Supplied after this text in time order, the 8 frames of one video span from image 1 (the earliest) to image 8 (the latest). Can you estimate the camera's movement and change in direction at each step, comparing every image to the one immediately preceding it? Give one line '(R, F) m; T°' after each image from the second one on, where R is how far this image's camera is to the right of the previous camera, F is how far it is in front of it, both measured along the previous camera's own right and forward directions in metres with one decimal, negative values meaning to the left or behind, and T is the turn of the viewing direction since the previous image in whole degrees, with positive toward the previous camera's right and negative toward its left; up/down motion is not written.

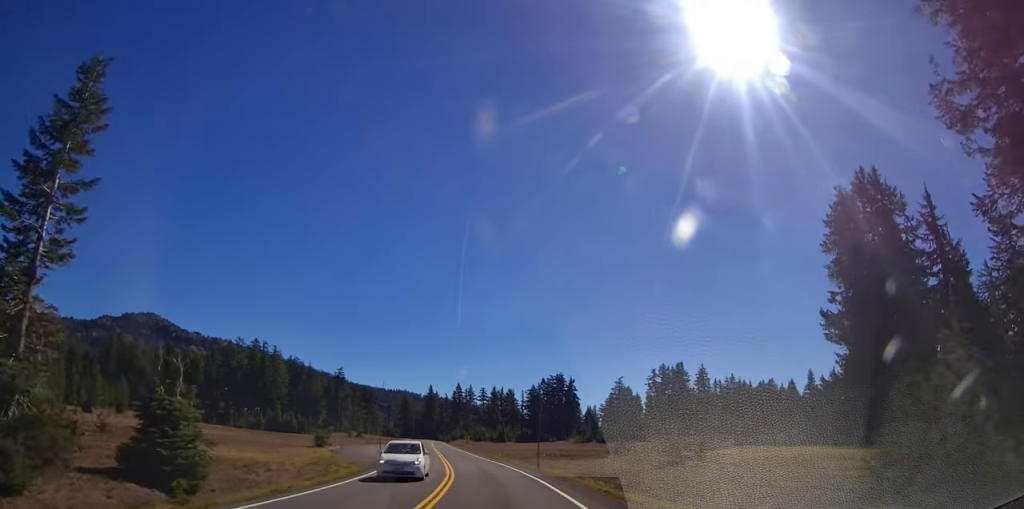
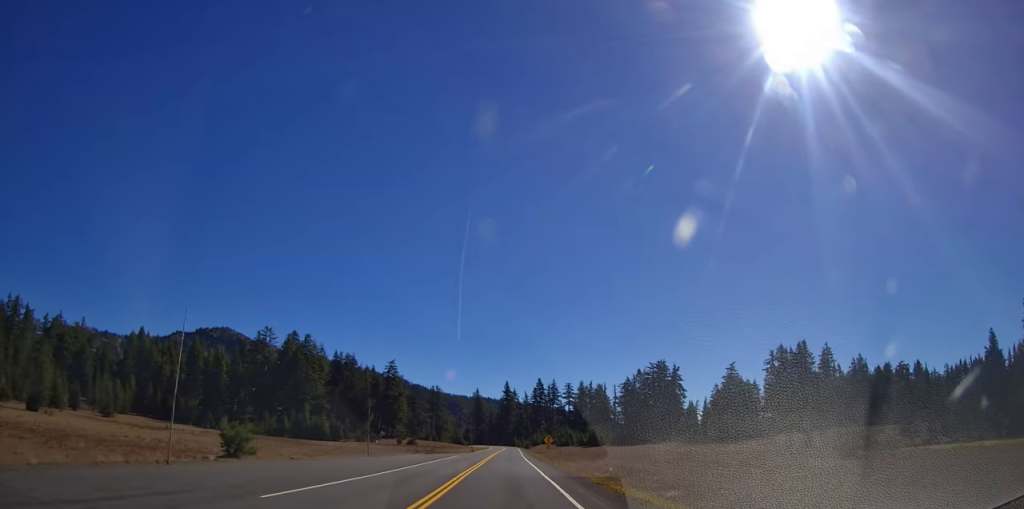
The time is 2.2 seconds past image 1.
(-1.5, +41.4) m; -6°
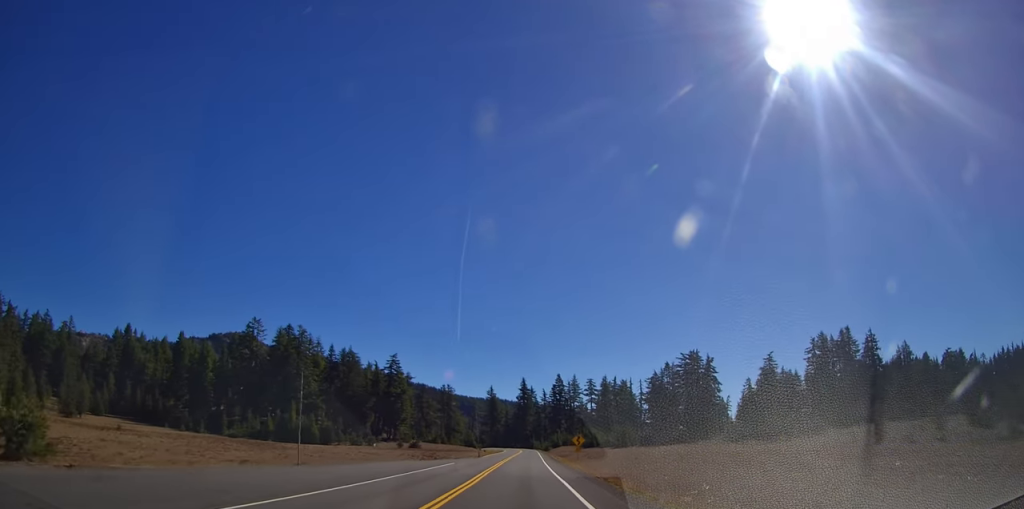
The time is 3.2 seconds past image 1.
(-1.0, +18.6) m; -4°
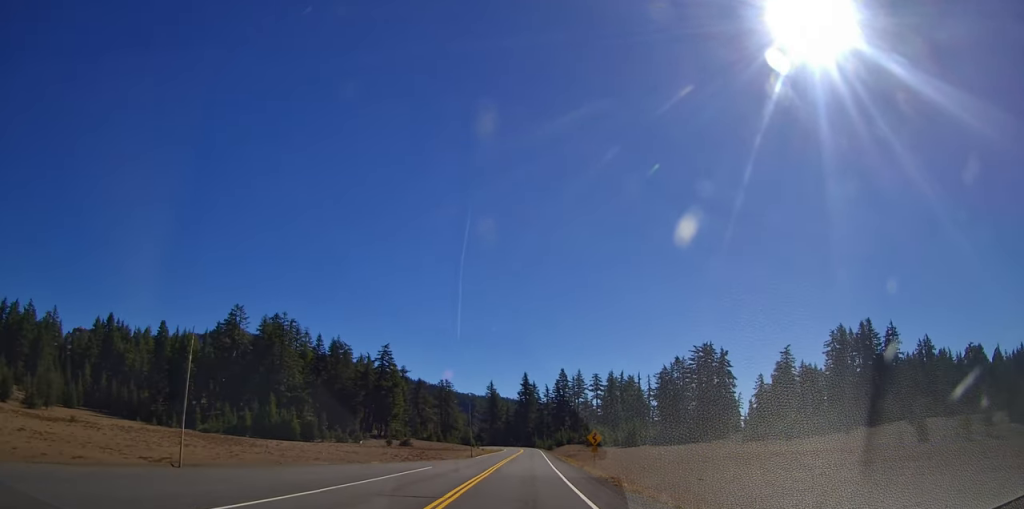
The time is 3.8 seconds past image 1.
(-0.4, +11.3) m; -1°
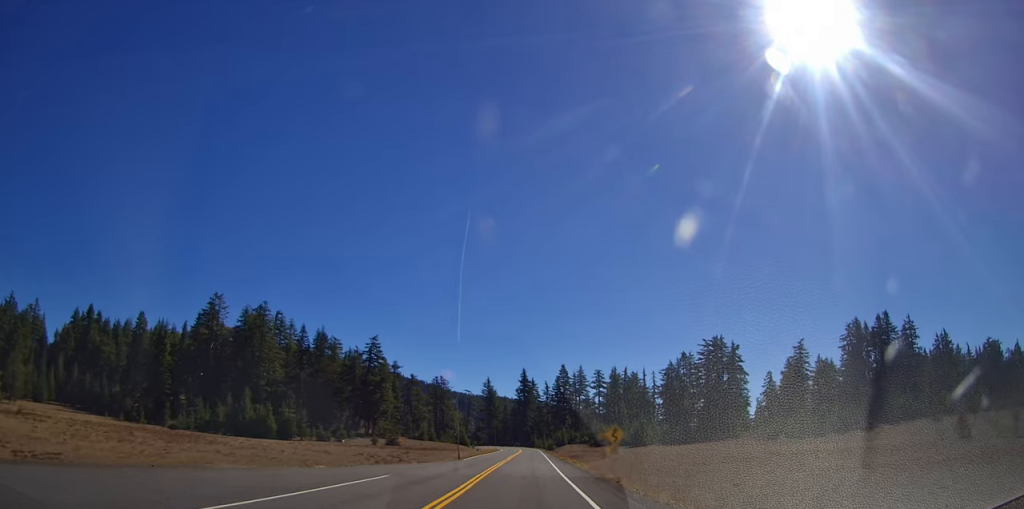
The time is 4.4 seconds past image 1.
(+0.2, +10.1) m; +2°
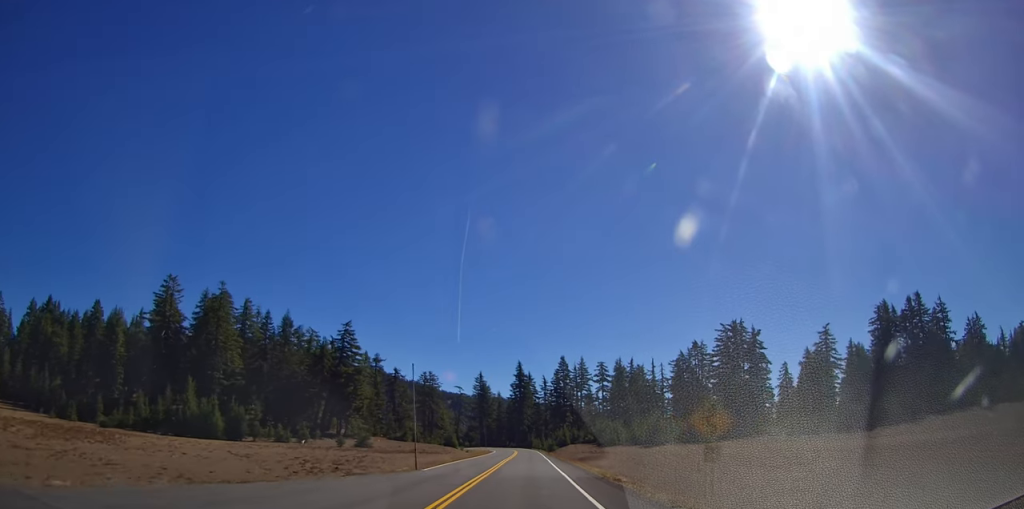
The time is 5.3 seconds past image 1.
(+0.5, +17.7) m; +1°
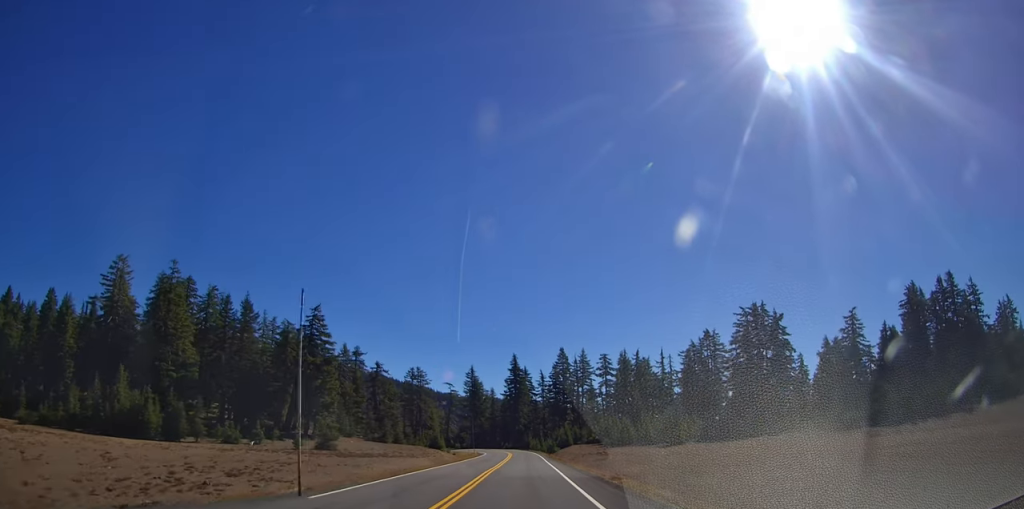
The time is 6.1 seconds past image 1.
(-0.1, +15.6) m; -1°
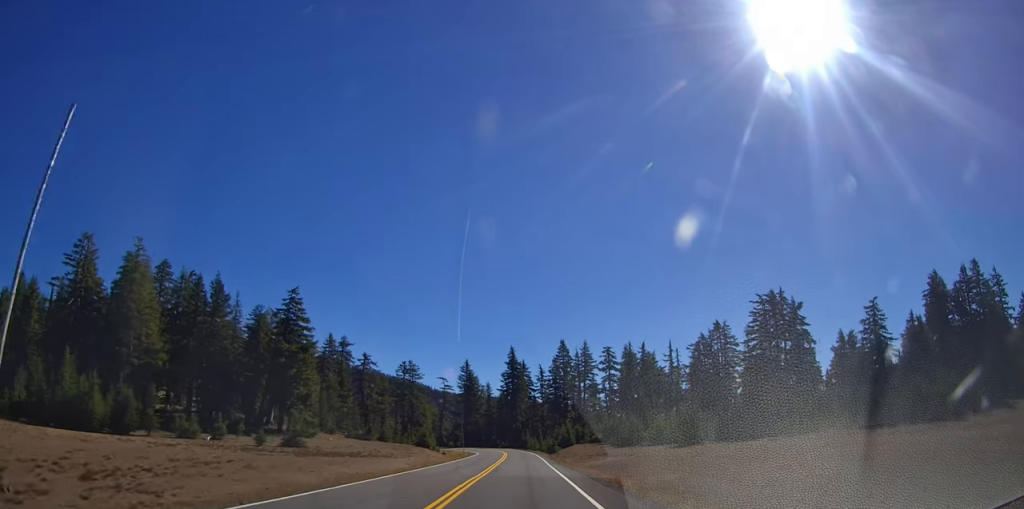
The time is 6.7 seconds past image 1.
(-0.2, +9.9) m; -1°
